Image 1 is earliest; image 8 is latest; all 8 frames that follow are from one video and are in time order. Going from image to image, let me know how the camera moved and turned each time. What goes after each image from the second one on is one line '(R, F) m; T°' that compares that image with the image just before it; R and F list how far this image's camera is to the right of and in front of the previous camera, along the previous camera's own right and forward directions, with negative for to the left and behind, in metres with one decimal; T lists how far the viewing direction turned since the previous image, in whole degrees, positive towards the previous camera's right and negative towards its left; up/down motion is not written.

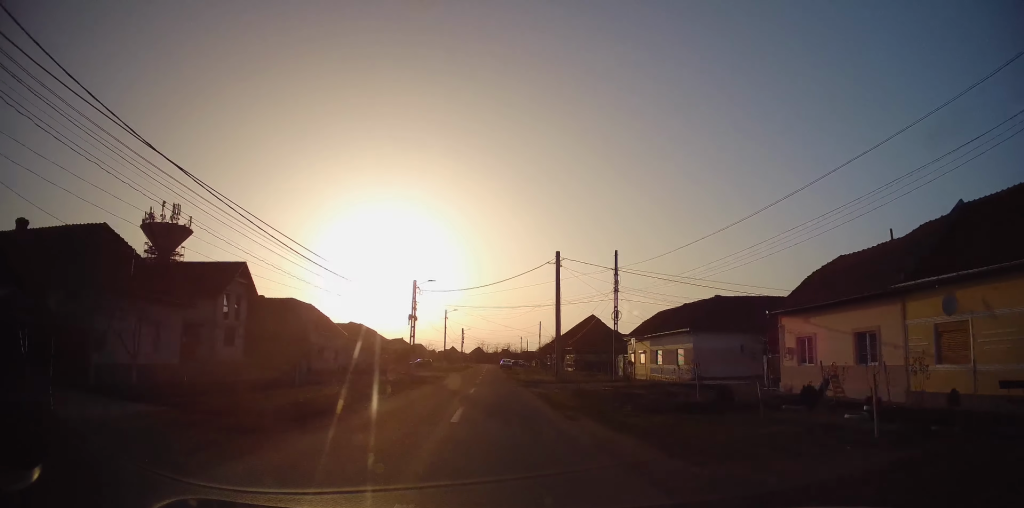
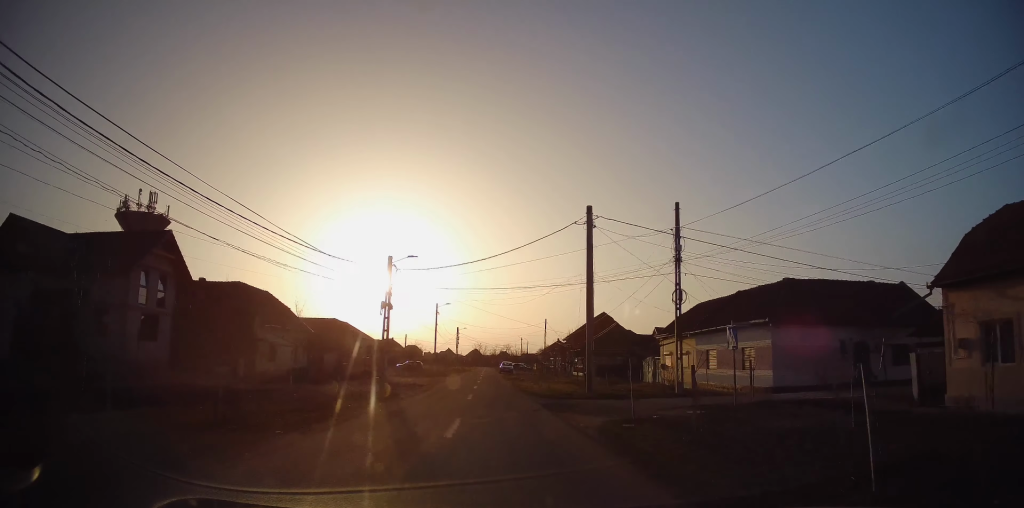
(0.0, +11.0) m; 0°
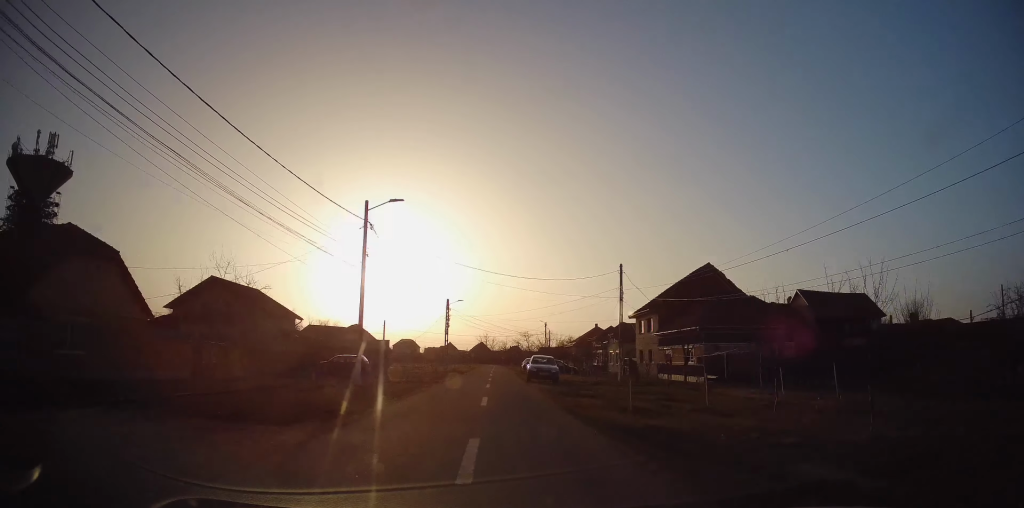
(-0.5, +39.2) m; -1°
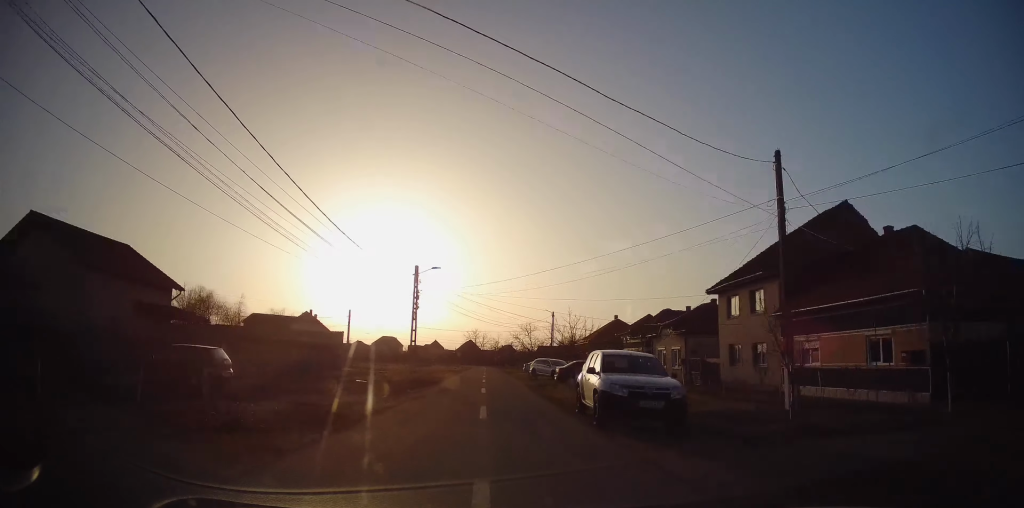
(+0.5, +20.5) m; +2°
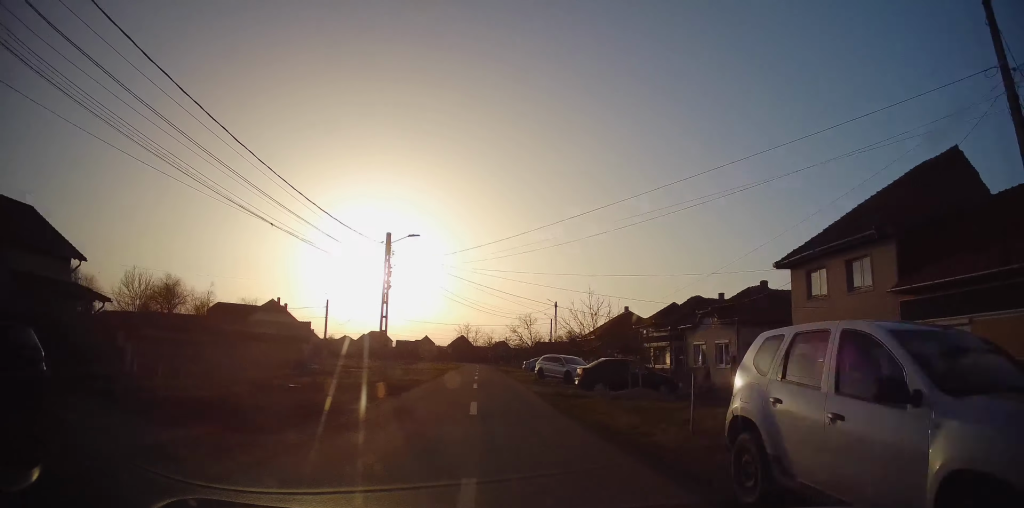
(+0.1, +9.1) m; 0°
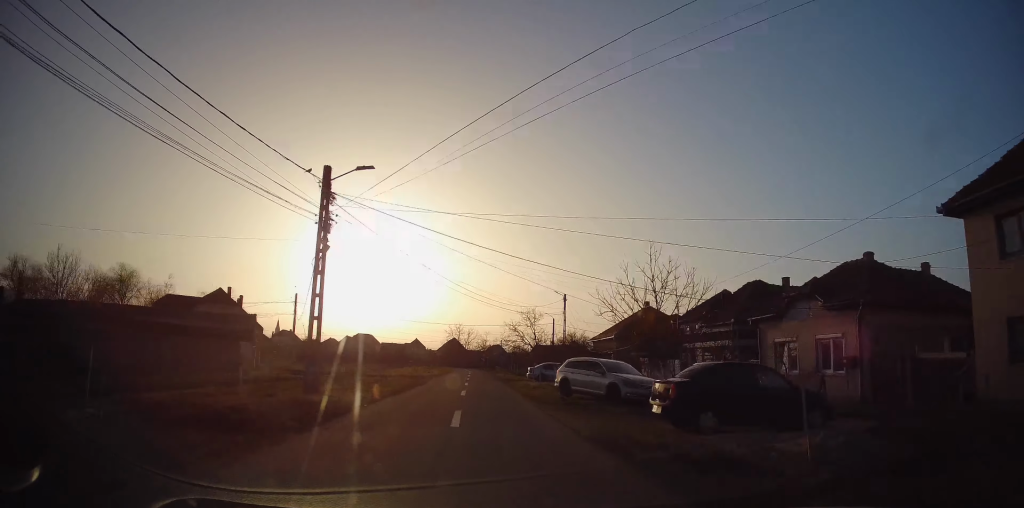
(0.0, +11.1) m; 0°
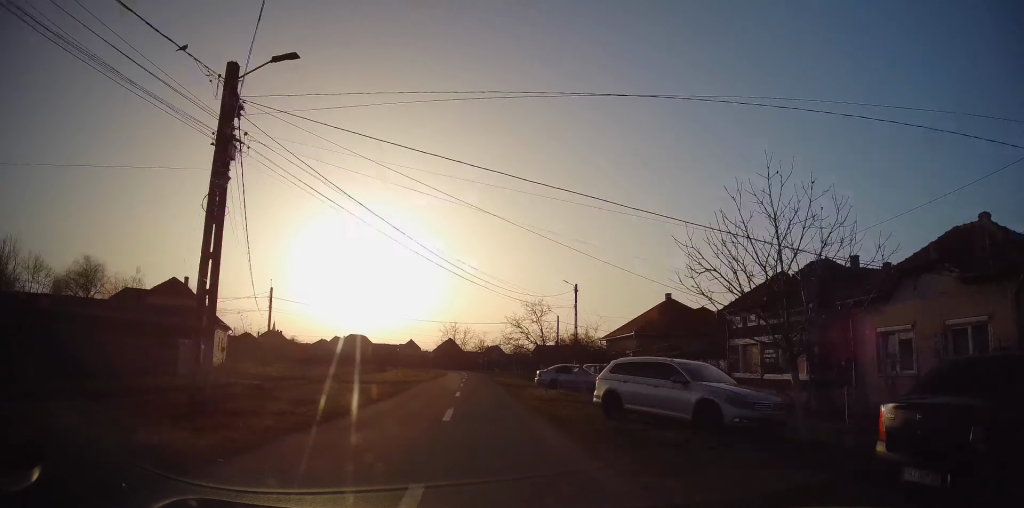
(0.0, +7.6) m; +1°
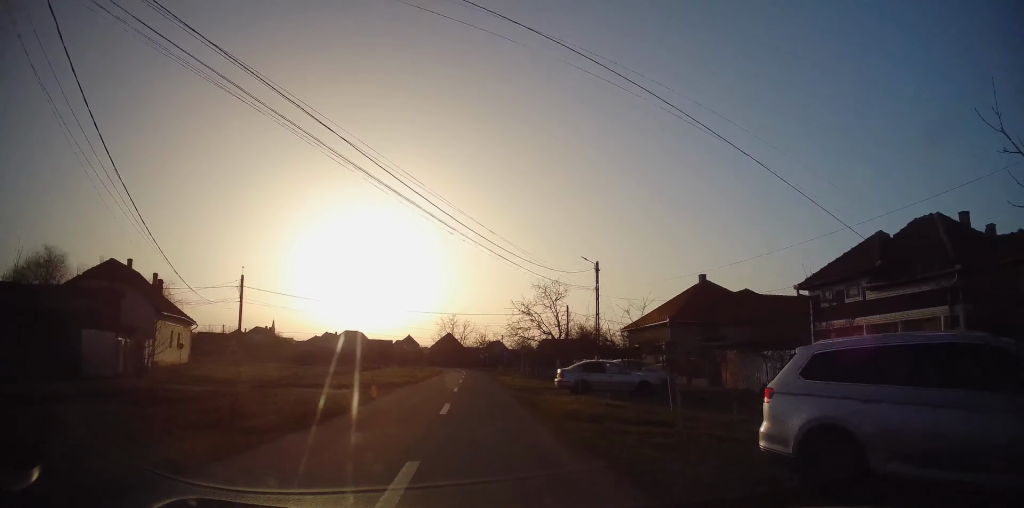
(-0.1, +8.1) m; +1°
